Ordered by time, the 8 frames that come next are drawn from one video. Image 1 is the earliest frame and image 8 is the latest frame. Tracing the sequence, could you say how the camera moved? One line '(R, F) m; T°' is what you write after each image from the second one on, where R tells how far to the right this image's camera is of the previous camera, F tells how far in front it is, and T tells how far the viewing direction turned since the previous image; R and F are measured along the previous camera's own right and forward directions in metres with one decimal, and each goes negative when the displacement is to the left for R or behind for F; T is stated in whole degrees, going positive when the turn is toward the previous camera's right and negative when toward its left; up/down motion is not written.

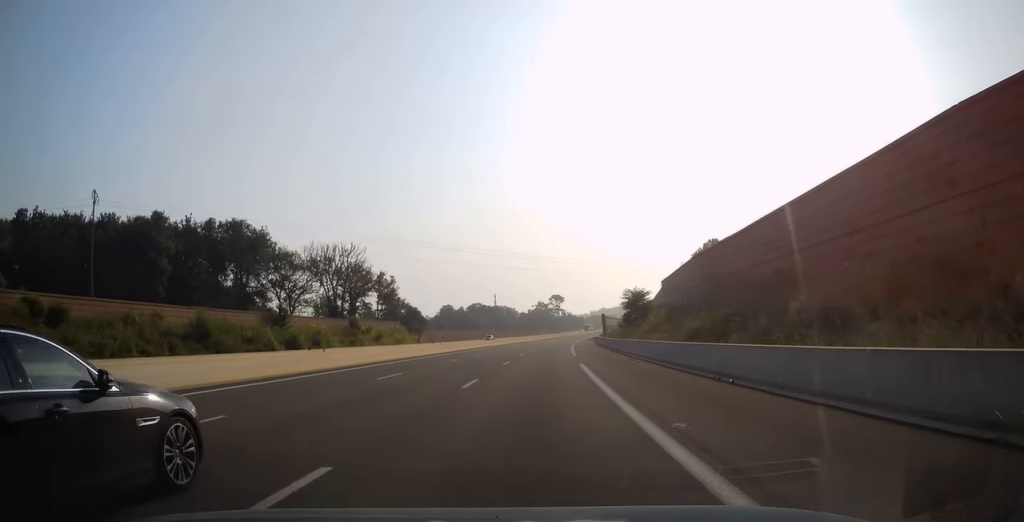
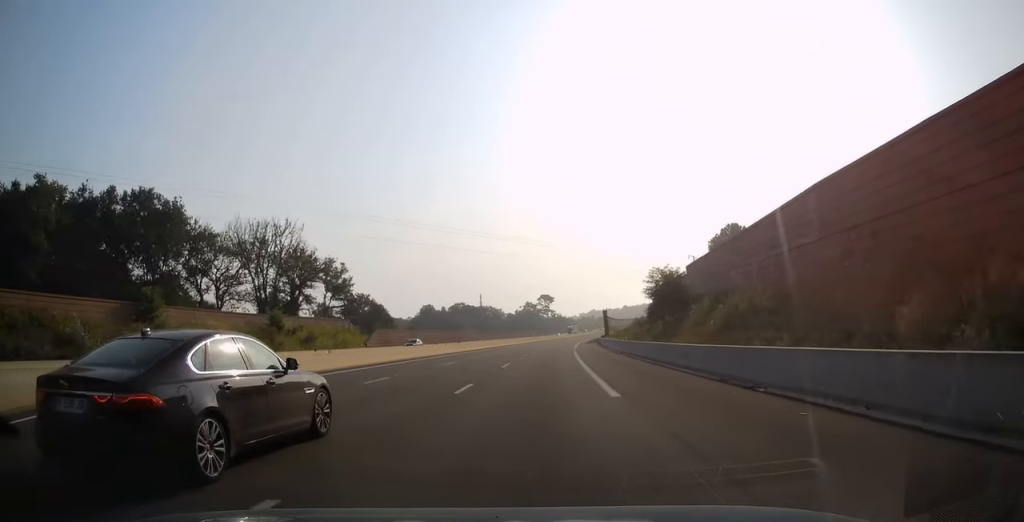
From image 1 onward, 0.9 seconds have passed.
(+0.2, +27.4) m; +2°
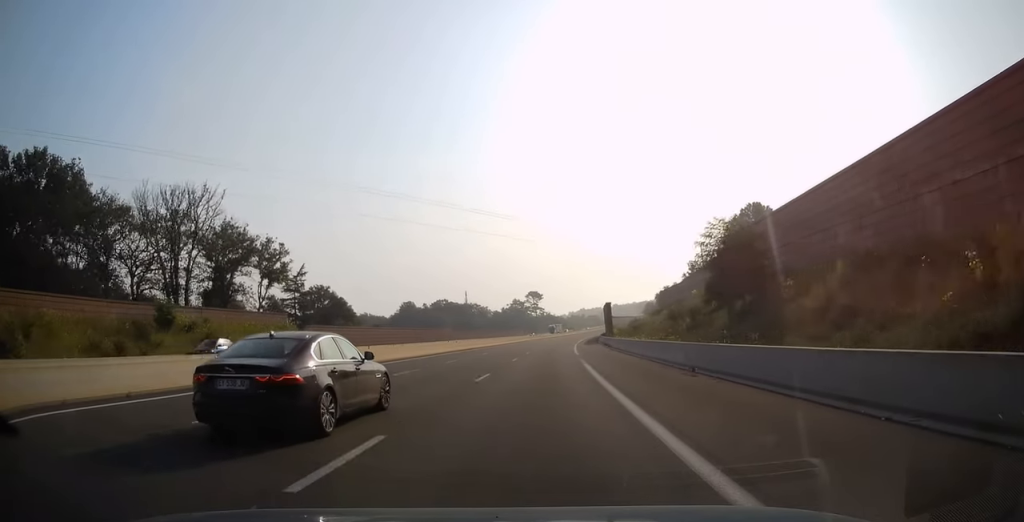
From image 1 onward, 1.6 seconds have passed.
(+0.3, +22.6) m; +2°
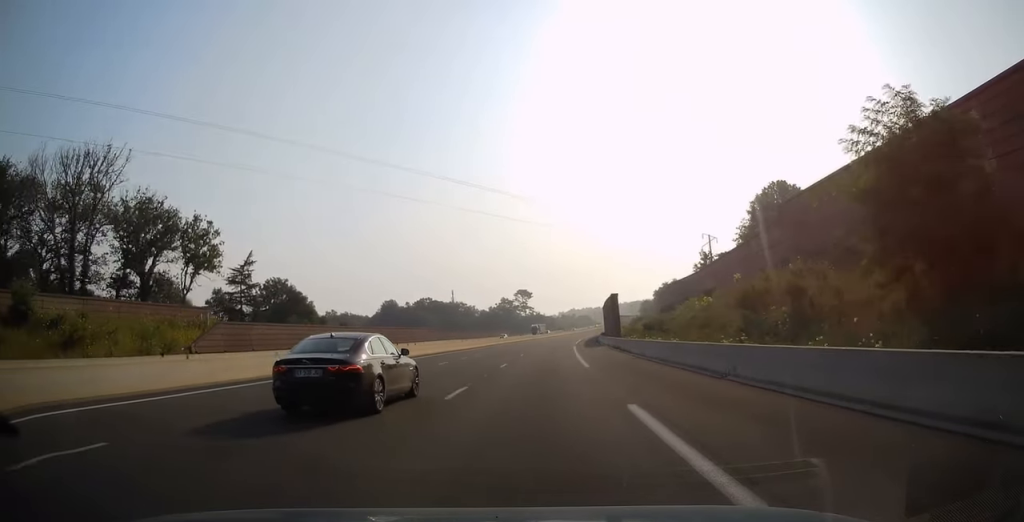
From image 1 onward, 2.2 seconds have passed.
(+0.2, +18.3) m; +1°
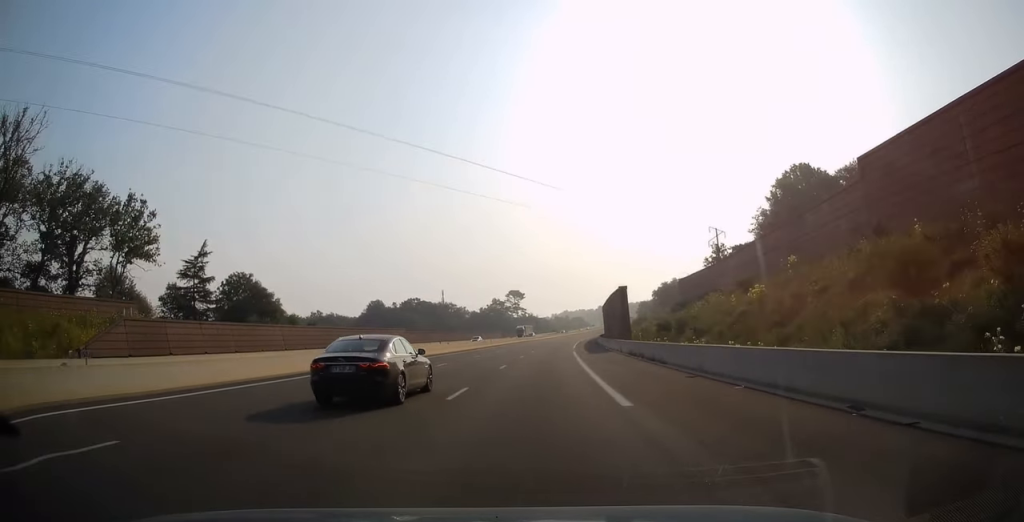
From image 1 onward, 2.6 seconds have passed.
(0.0, +12.7) m; +1°
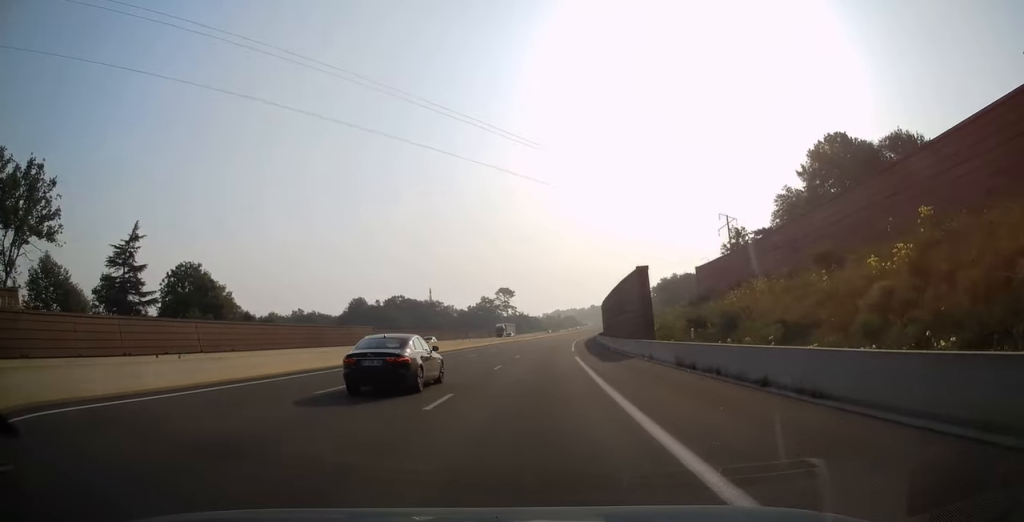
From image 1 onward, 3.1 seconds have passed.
(+0.2, +15.0) m; 0°
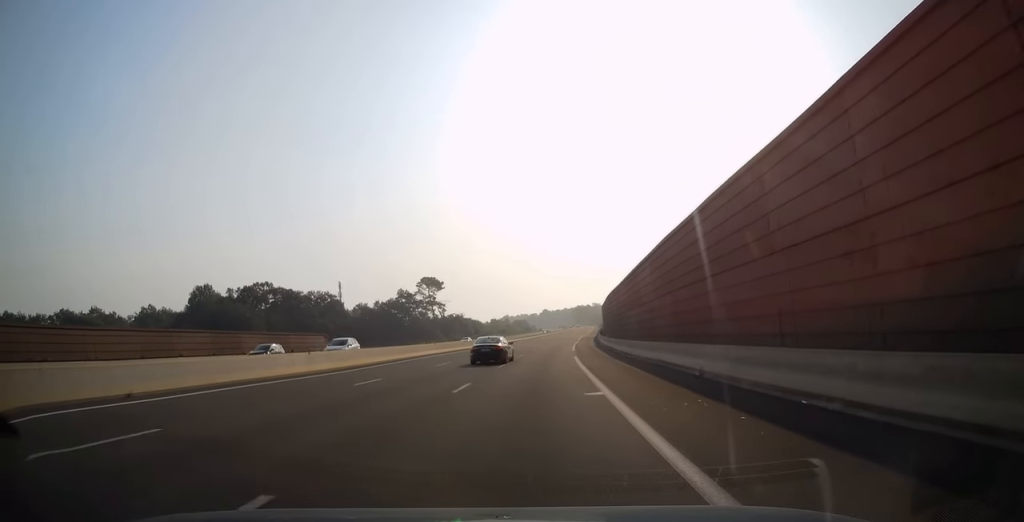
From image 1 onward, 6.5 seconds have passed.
(+3.9, +100.2) m; +5°
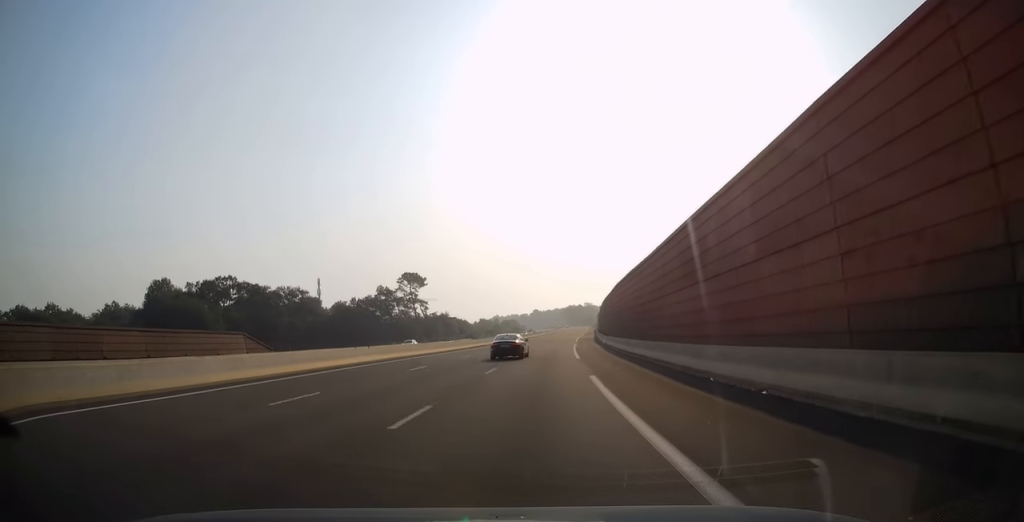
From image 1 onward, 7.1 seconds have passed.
(+0.3, +18.7) m; +1°
